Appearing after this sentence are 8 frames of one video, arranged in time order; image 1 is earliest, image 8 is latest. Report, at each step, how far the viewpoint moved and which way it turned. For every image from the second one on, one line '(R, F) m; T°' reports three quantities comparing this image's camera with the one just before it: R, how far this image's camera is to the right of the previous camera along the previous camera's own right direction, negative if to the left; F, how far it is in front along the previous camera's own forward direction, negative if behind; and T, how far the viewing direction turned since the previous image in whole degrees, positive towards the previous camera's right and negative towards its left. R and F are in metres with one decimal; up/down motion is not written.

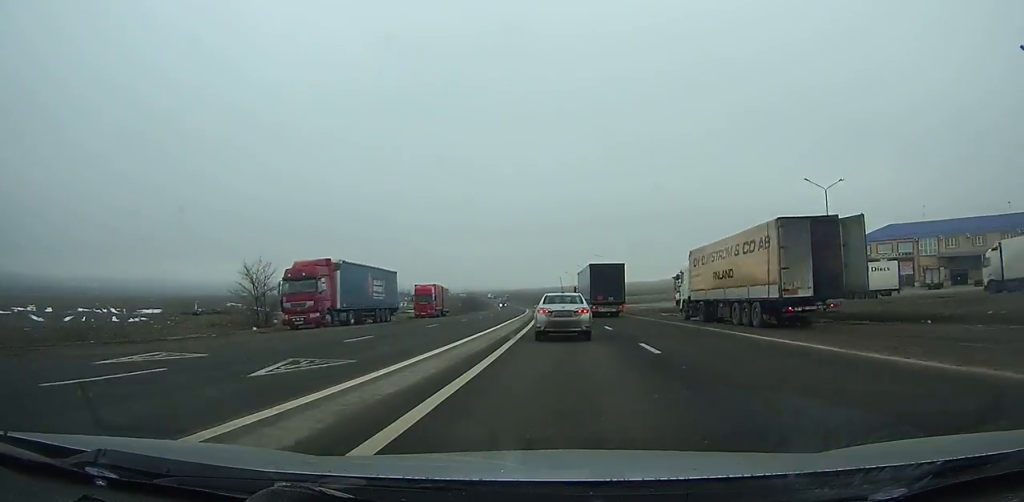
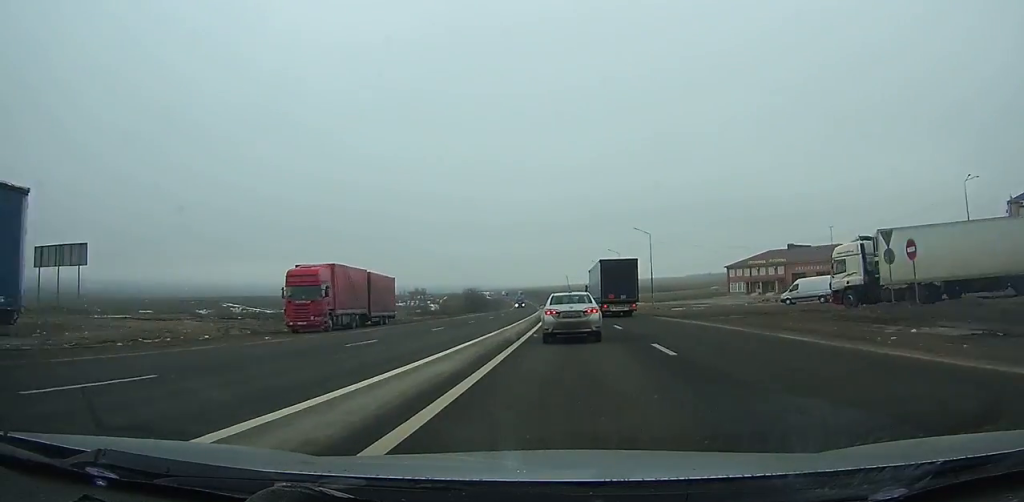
(-1.0, +39.3) m; -2°
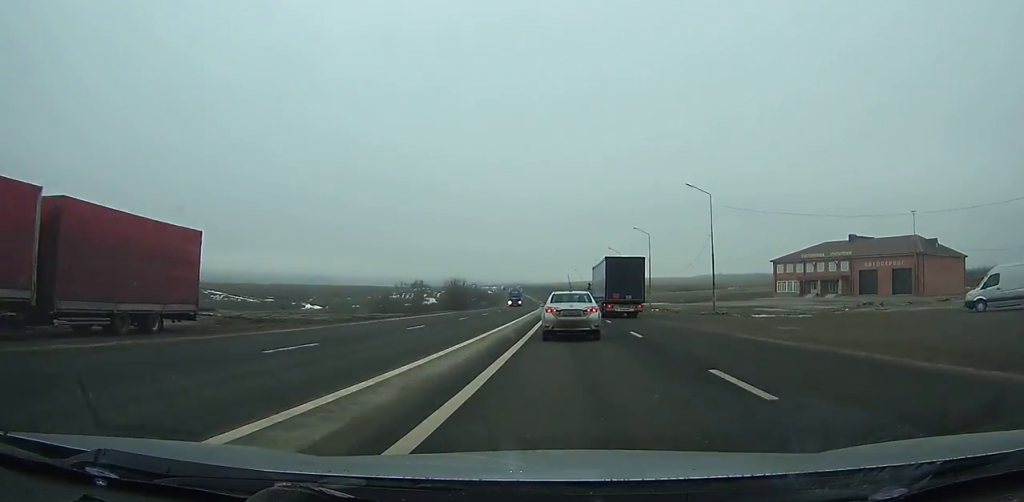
(-0.4, +31.8) m; -1°
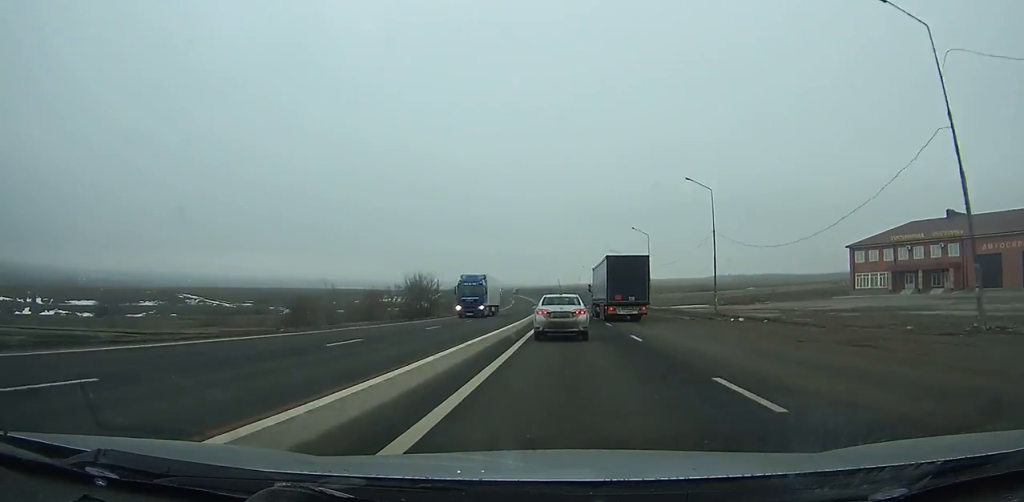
(-0.2, +34.5) m; -1°
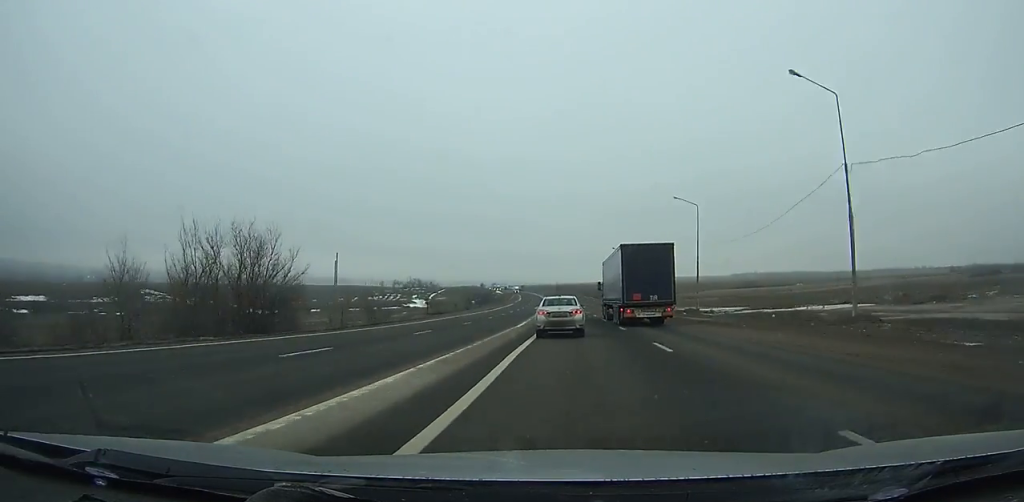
(-0.8, +54.3) m; -1°
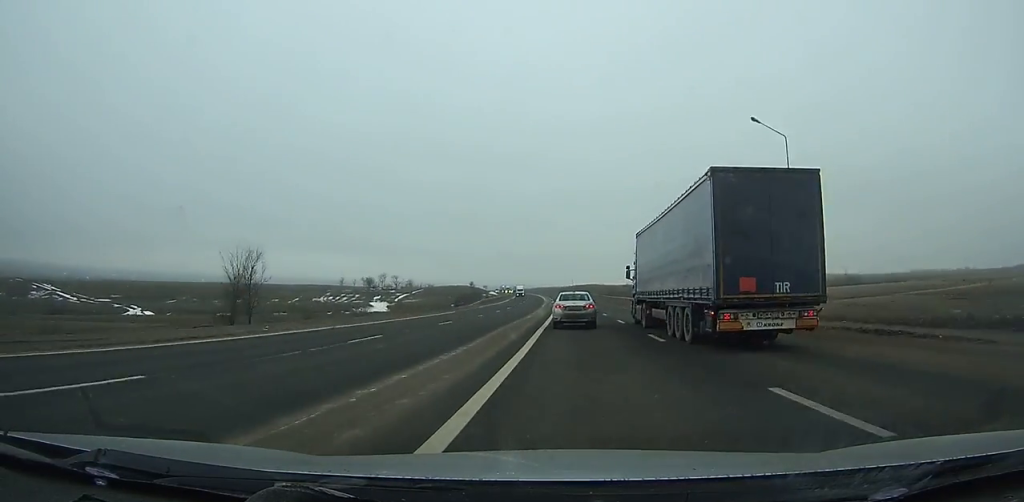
(-1.3, +81.2) m; -2°
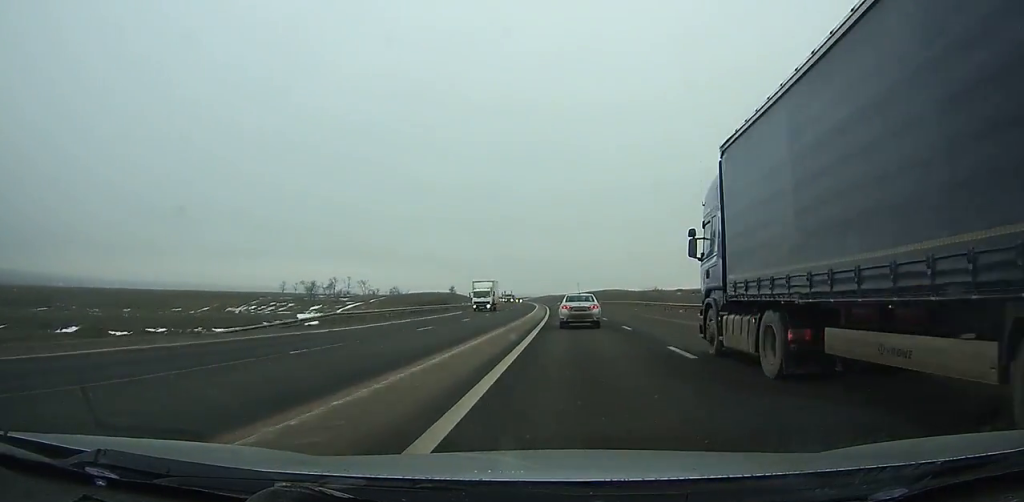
(-0.8, +65.1) m; -1°
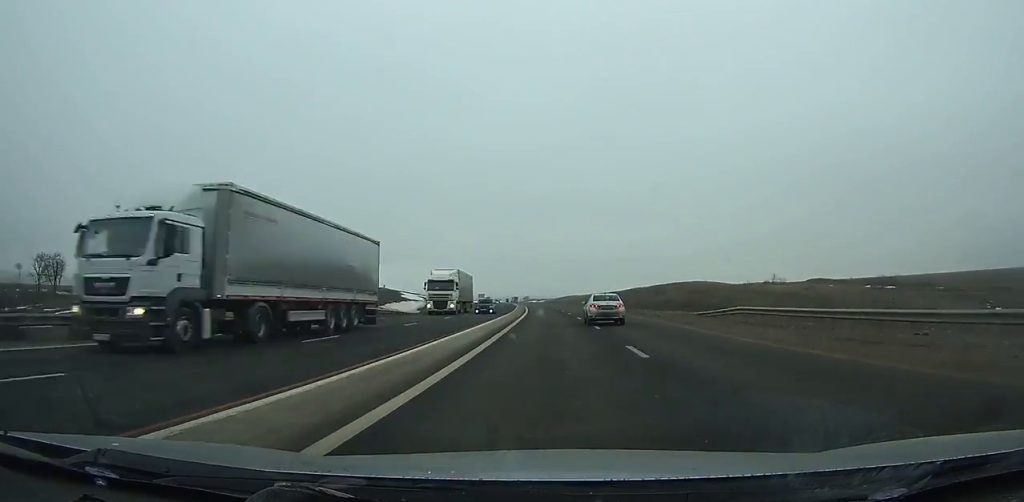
(-1.2, +105.0) m; -2°
